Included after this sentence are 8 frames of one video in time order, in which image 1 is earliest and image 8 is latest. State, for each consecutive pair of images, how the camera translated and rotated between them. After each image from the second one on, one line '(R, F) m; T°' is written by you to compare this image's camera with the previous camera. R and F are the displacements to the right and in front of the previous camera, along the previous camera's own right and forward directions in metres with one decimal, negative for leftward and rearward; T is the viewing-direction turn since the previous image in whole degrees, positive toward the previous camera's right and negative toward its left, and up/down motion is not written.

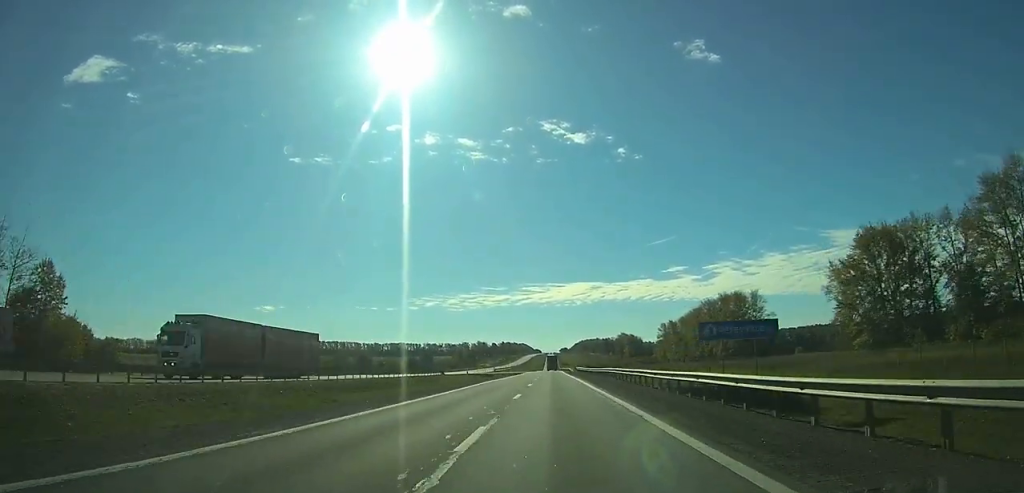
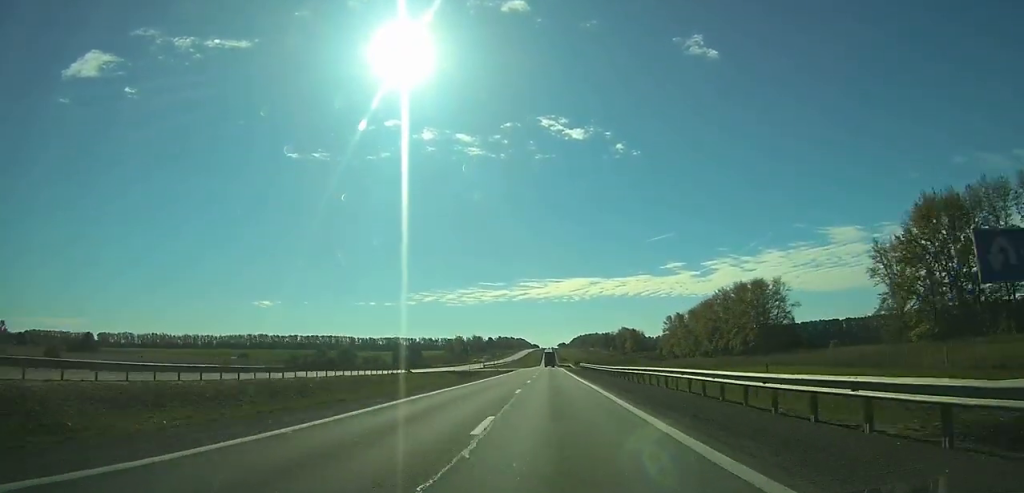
(0.0, +22.1) m; 0°
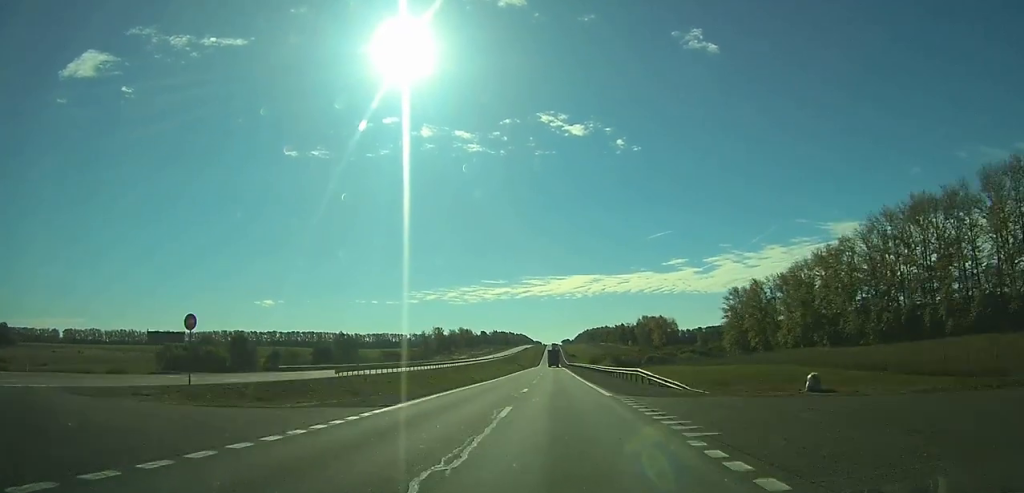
(0.0, +104.8) m; 0°
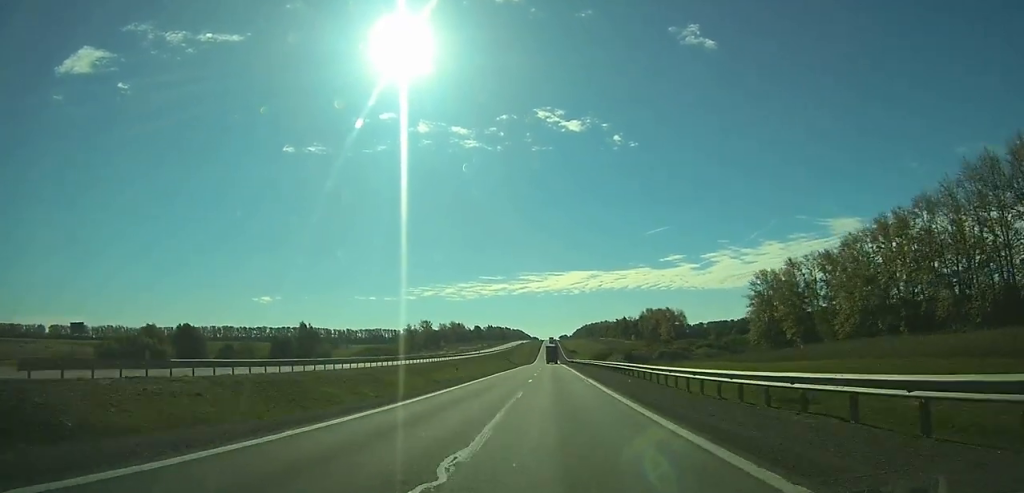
(+0.1, +29.4) m; 0°
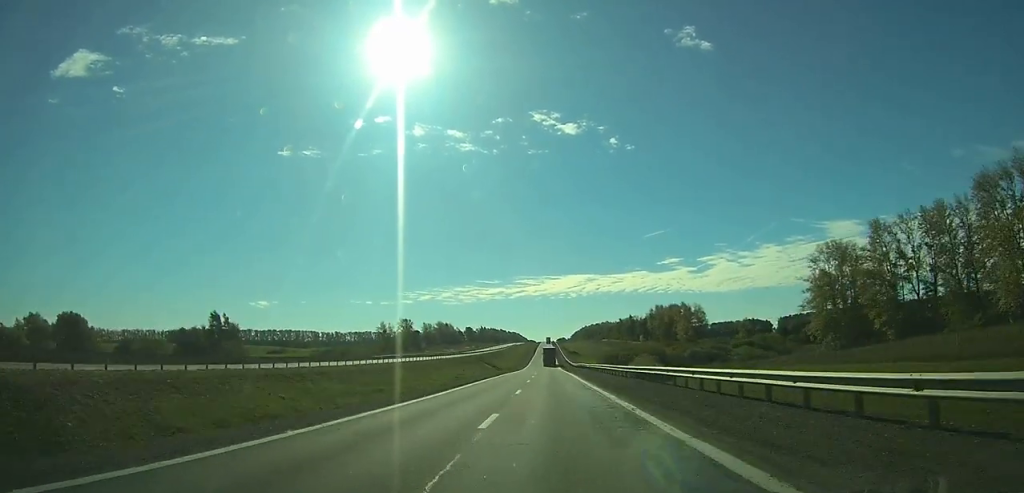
(+0.1, +43.9) m; 0°
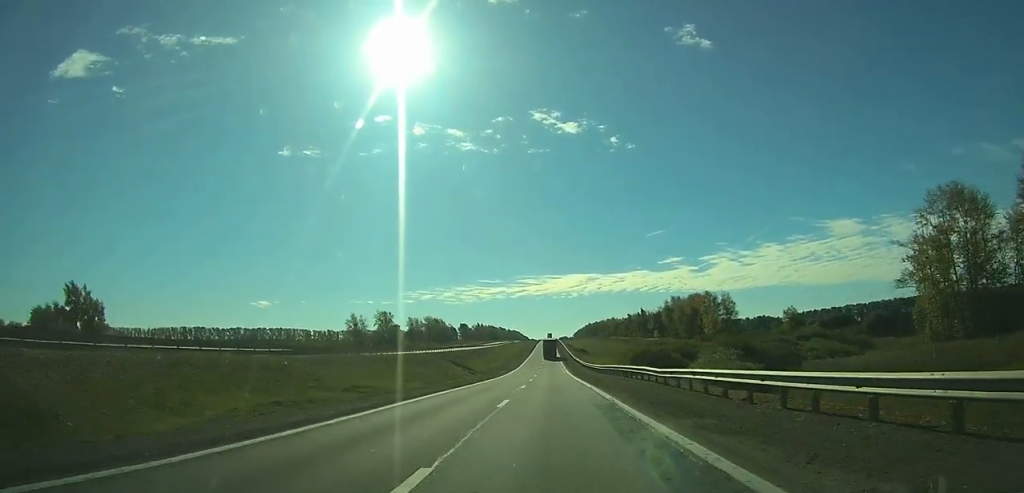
(+0.1, +42.2) m; 0°
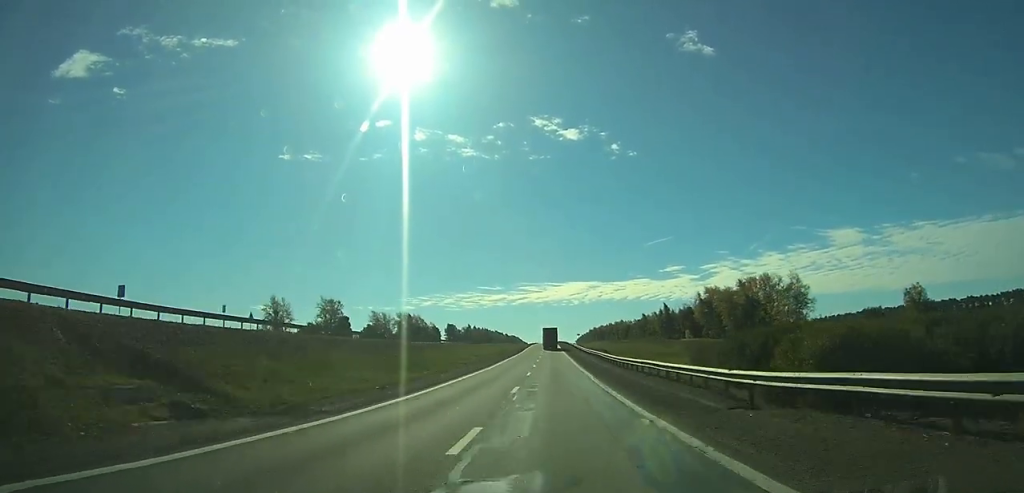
(-0.3, +67.6) m; 0°
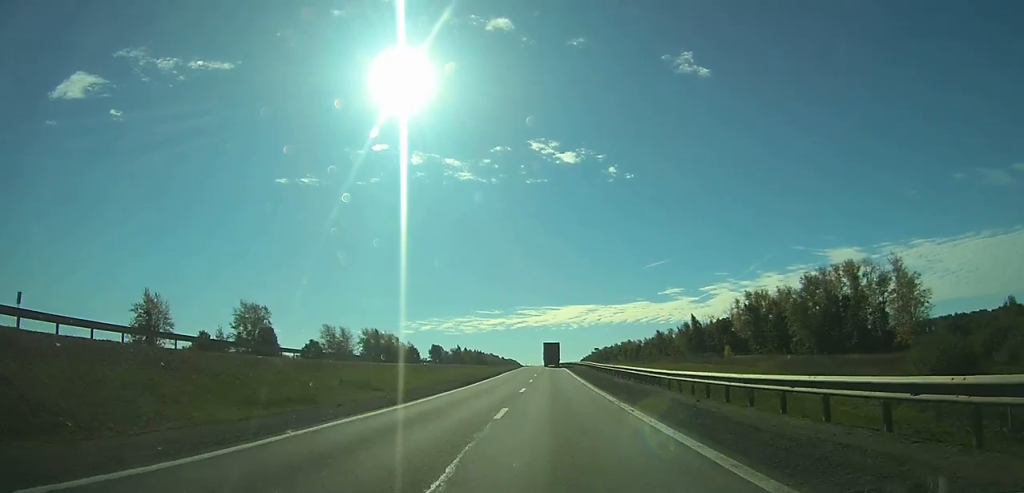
(-0.1, +54.6) m; 0°
